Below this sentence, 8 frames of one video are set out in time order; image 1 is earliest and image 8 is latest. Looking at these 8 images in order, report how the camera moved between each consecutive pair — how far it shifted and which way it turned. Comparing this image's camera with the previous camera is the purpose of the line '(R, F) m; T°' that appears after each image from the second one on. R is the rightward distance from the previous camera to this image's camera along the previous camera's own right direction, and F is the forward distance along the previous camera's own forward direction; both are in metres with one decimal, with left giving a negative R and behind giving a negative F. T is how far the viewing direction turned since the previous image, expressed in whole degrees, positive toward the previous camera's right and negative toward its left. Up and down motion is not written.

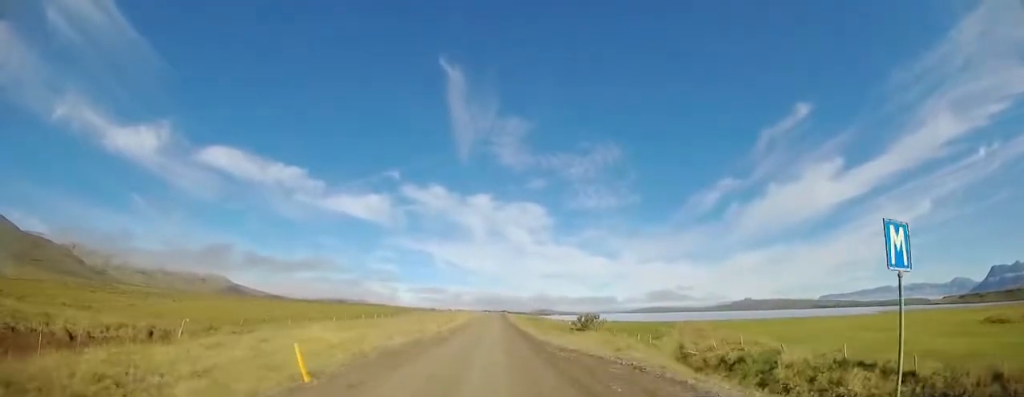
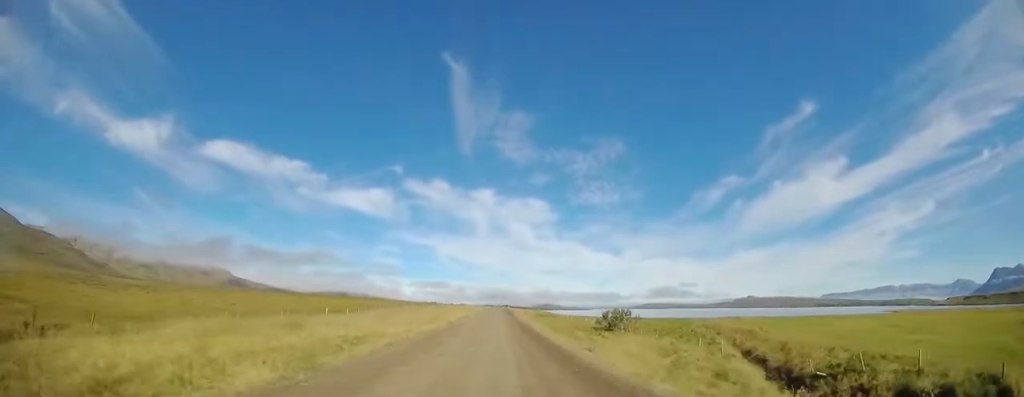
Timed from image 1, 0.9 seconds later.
(+0.1, +13.2) m; 0°
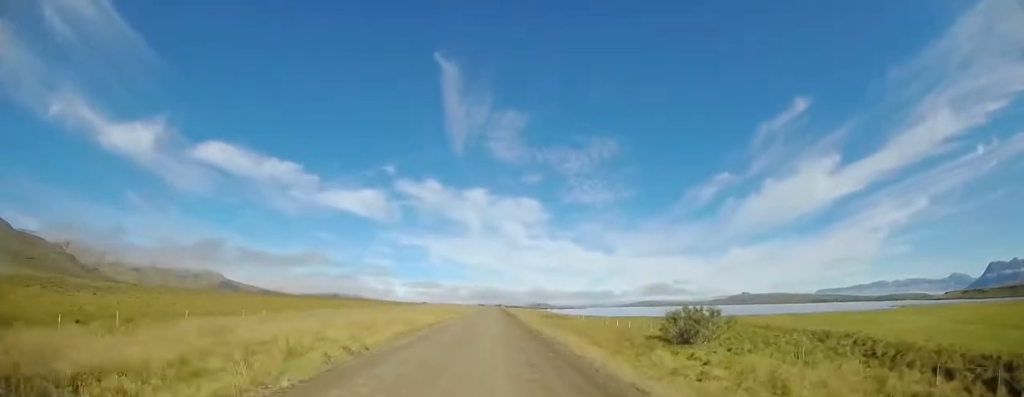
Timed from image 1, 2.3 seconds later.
(-0.2, +21.2) m; 0°
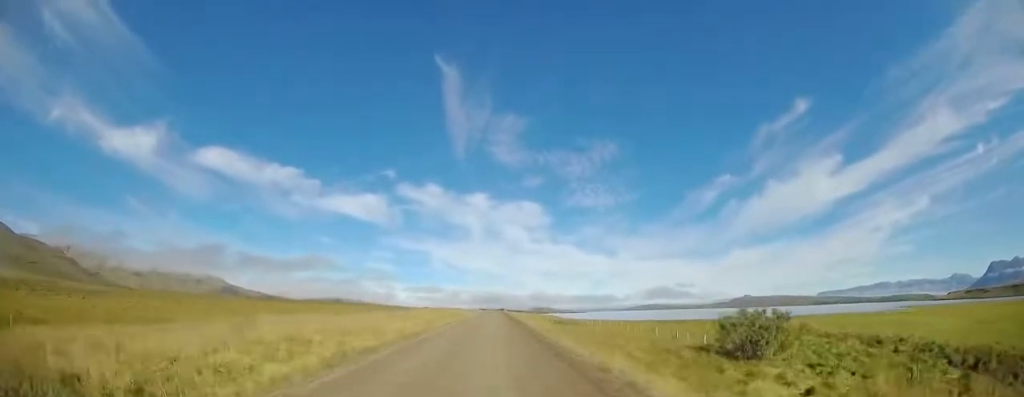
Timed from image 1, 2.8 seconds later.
(+0.1, +7.4) m; +1°
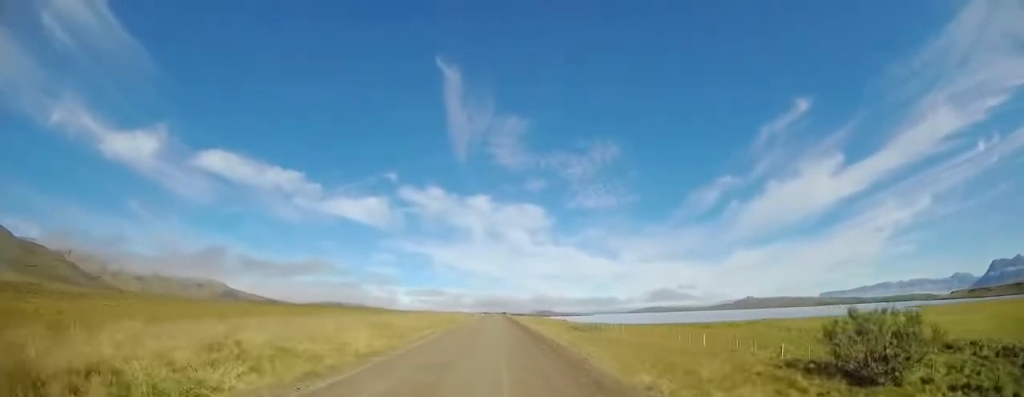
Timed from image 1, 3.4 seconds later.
(+0.1, +8.7) m; +1°
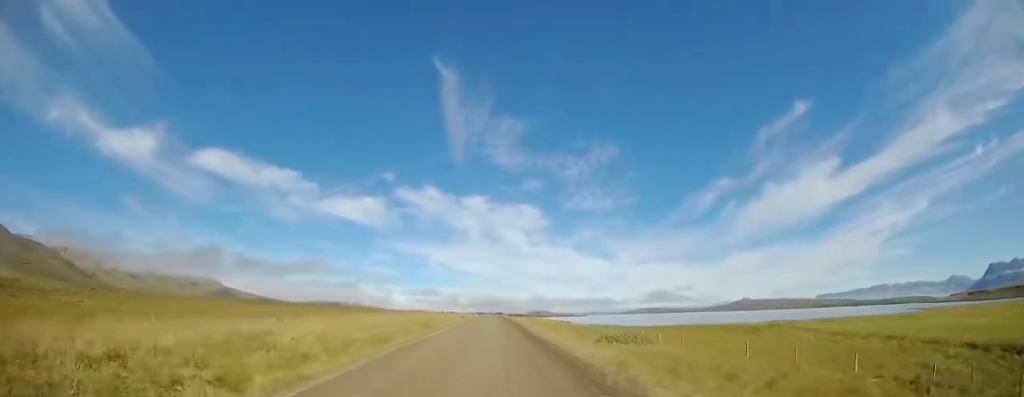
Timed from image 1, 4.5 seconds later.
(+0.2, +14.8) m; -1°
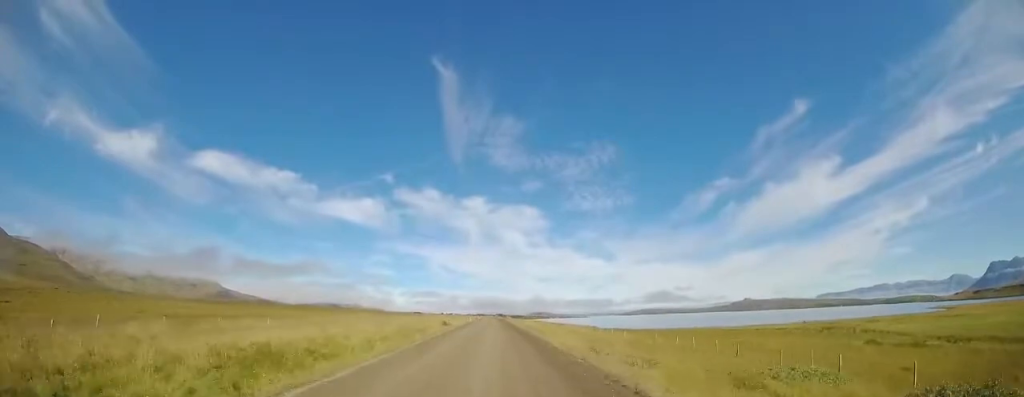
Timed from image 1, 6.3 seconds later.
(-0.6, +25.3) m; -1°
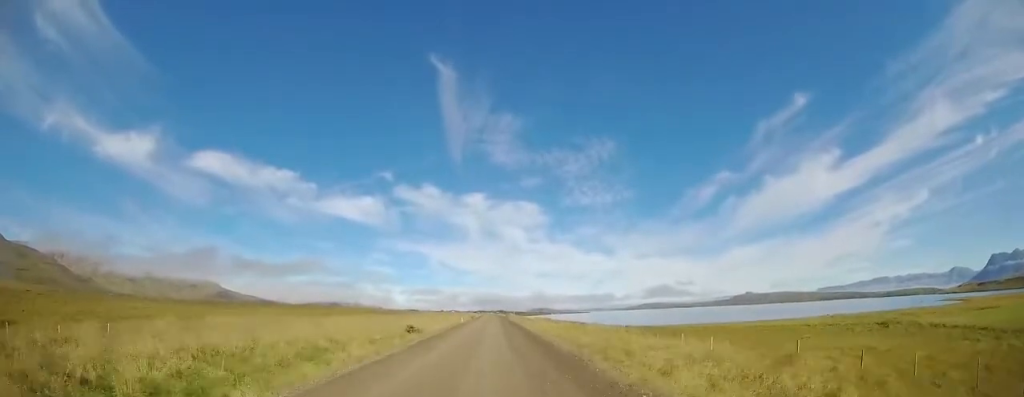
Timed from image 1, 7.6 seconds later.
(0.0, +18.8) m; -1°
